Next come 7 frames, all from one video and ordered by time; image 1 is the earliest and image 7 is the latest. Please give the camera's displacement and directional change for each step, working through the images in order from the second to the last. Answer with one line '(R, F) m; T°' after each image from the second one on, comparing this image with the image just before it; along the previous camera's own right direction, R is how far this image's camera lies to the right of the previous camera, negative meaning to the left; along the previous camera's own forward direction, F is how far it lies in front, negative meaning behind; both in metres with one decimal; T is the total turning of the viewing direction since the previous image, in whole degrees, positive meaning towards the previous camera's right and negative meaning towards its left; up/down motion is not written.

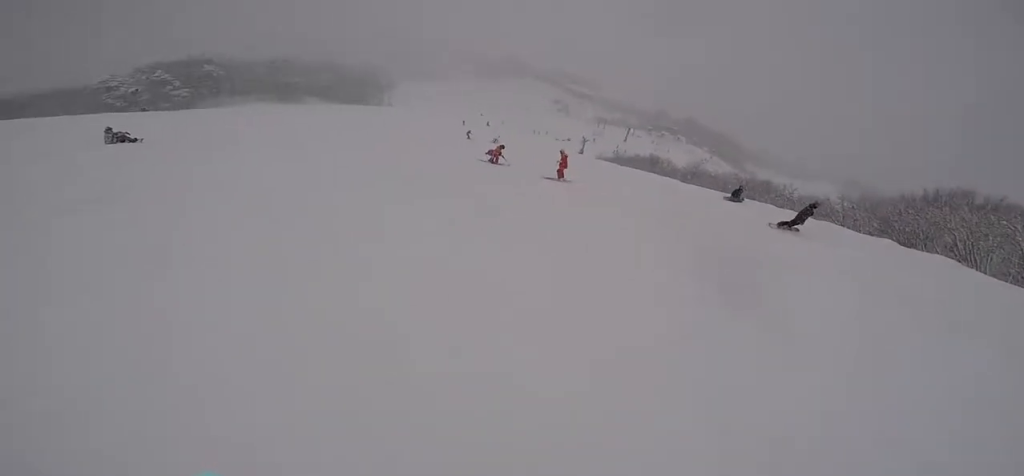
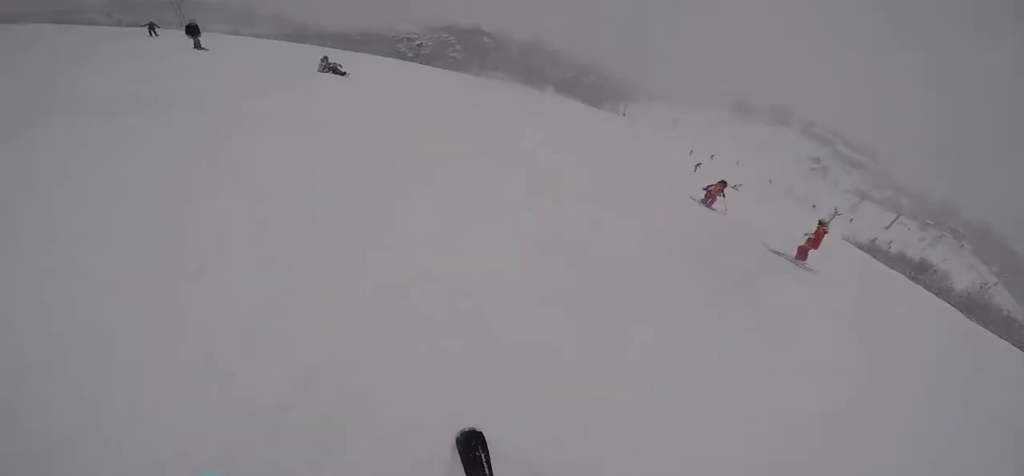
(-0.1, +3.5) m; -22°
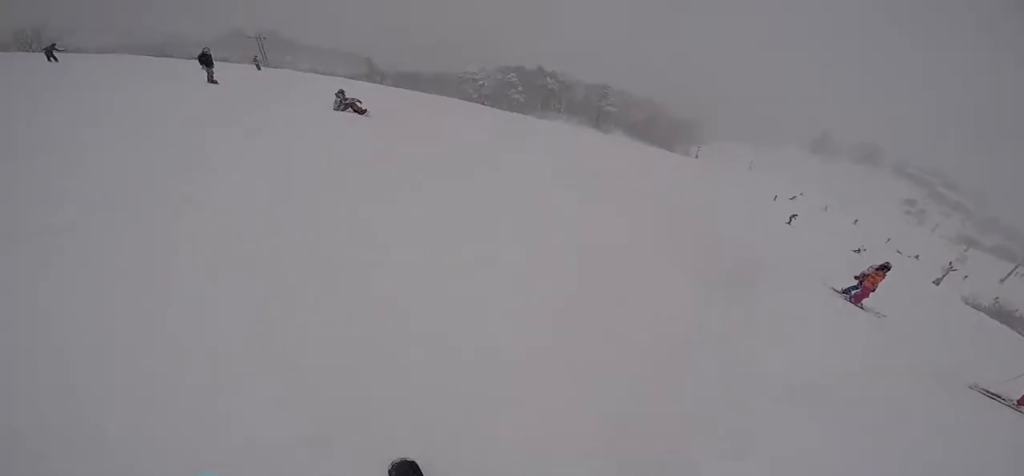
(-1.3, +3.5) m; -22°
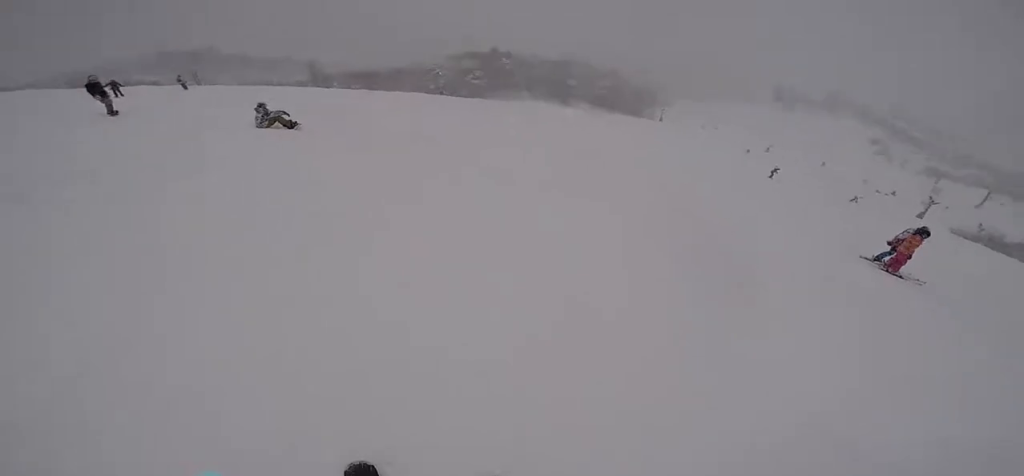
(-0.1, +1.9) m; +3°
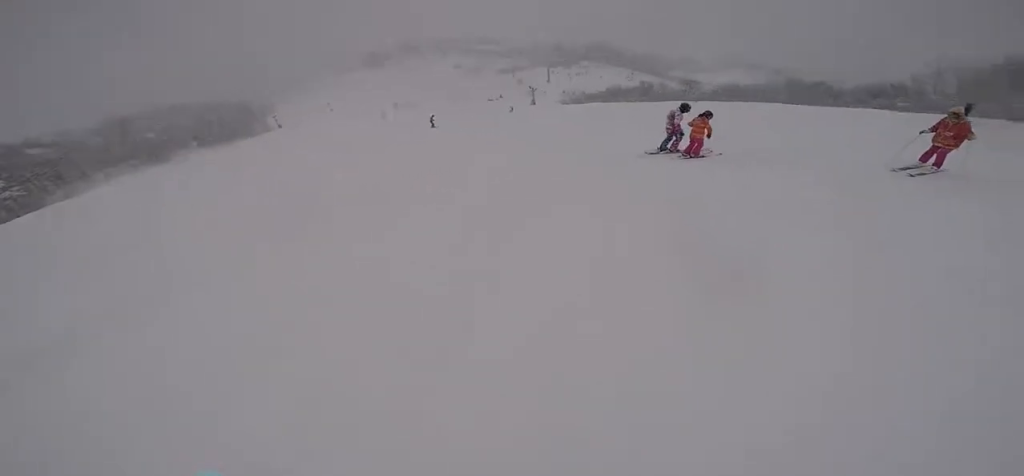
(+0.3, +4.4) m; +29°
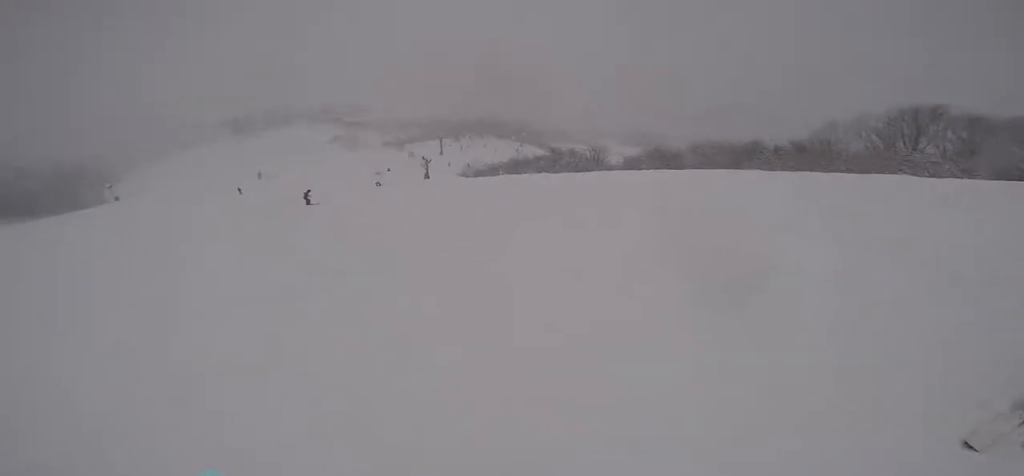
(+4.0, +7.5) m; +18°
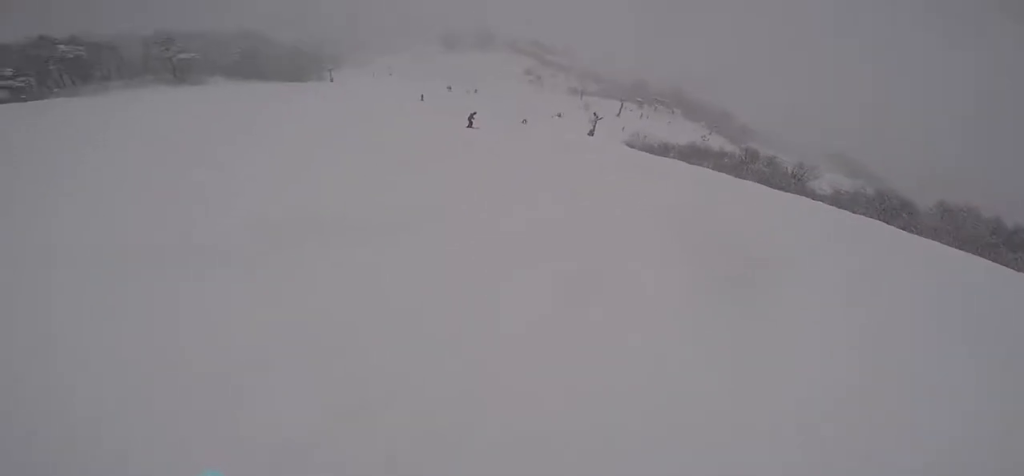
(-0.2, +3.0) m; -17°
